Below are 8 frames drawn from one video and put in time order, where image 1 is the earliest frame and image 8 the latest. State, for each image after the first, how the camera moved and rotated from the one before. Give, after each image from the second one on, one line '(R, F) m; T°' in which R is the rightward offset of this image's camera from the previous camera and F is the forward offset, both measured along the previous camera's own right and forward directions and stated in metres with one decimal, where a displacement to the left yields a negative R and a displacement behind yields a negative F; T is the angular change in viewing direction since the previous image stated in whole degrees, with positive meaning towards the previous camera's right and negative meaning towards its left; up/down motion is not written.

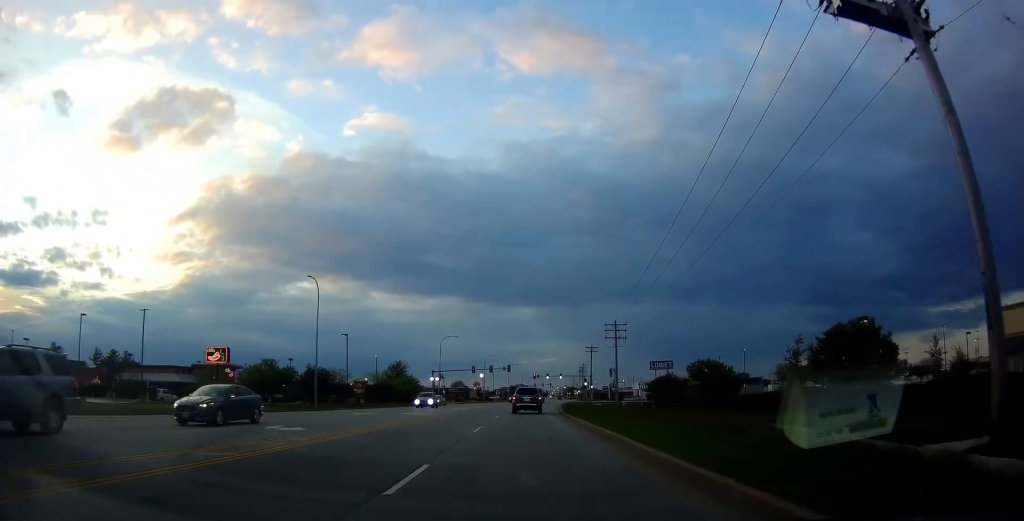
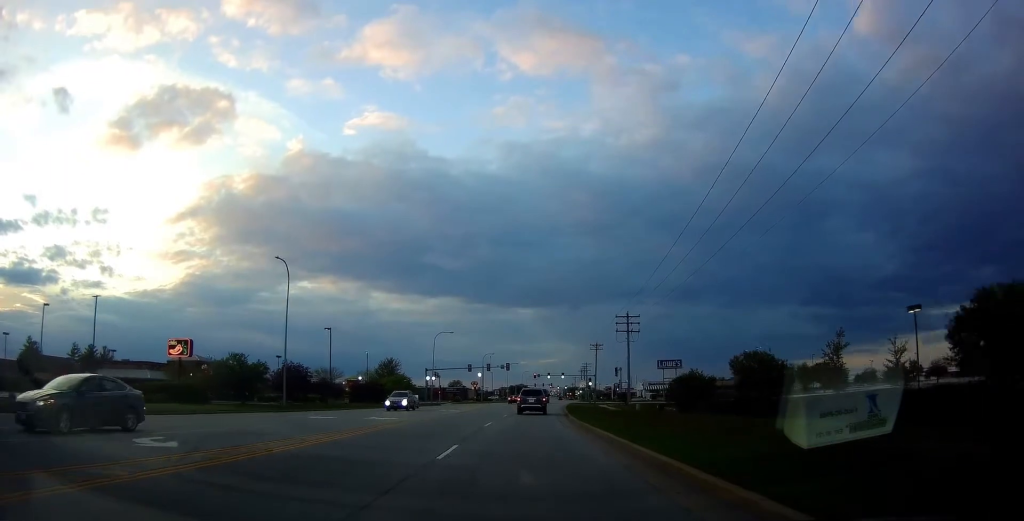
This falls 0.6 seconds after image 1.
(0.0, +8.0) m; +1°
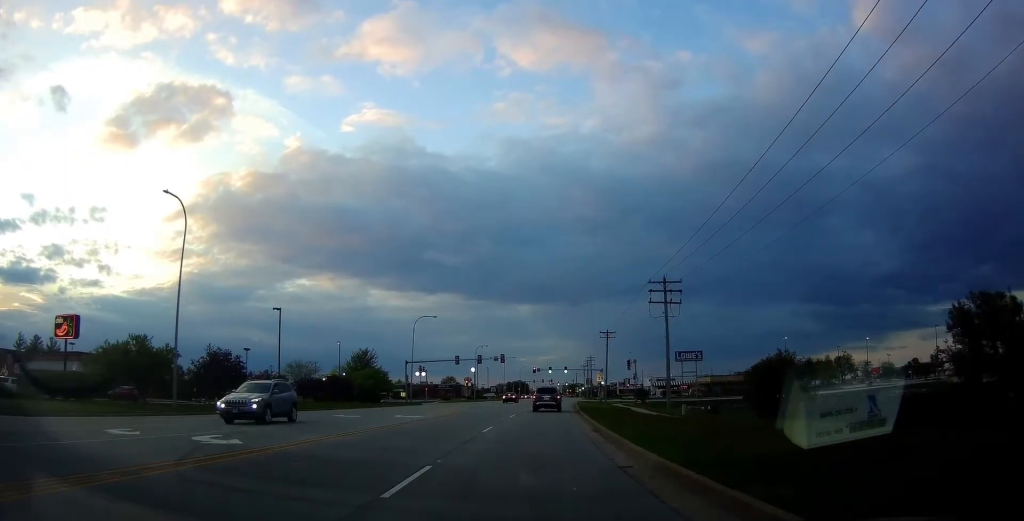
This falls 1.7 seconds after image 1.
(+0.6, +16.0) m; +1°
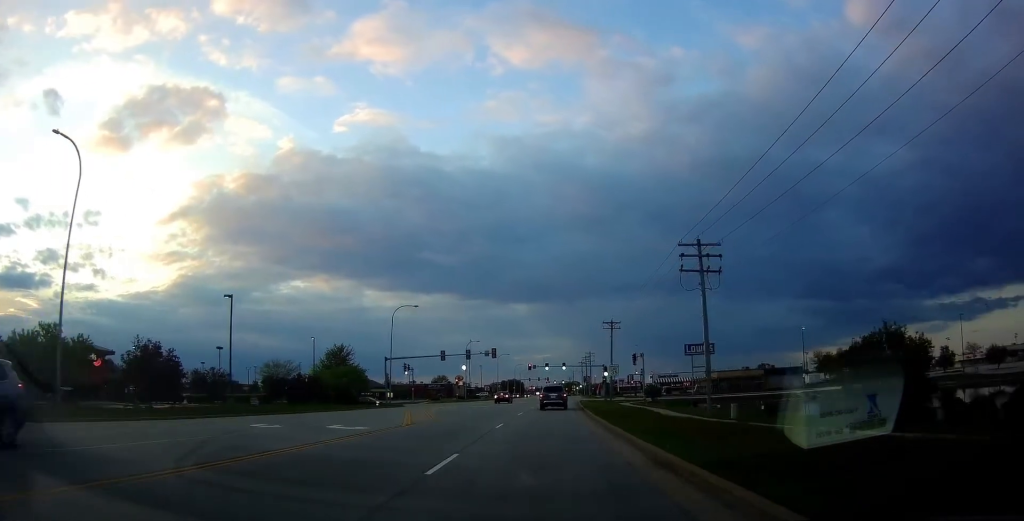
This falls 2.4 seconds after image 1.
(-0.1, +10.5) m; 0°
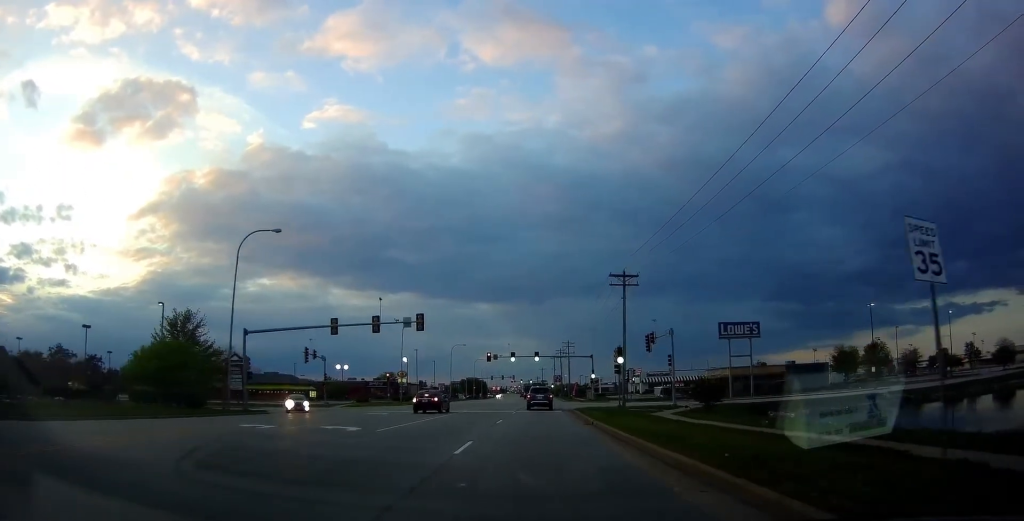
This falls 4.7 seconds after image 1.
(+0.6, +33.4) m; +2°
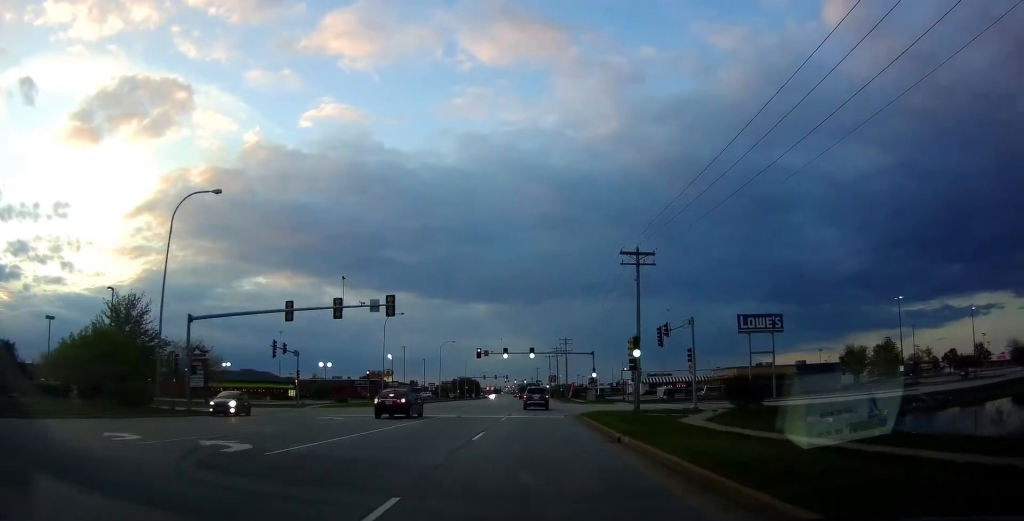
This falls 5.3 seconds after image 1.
(-0.1, +8.6) m; +1°
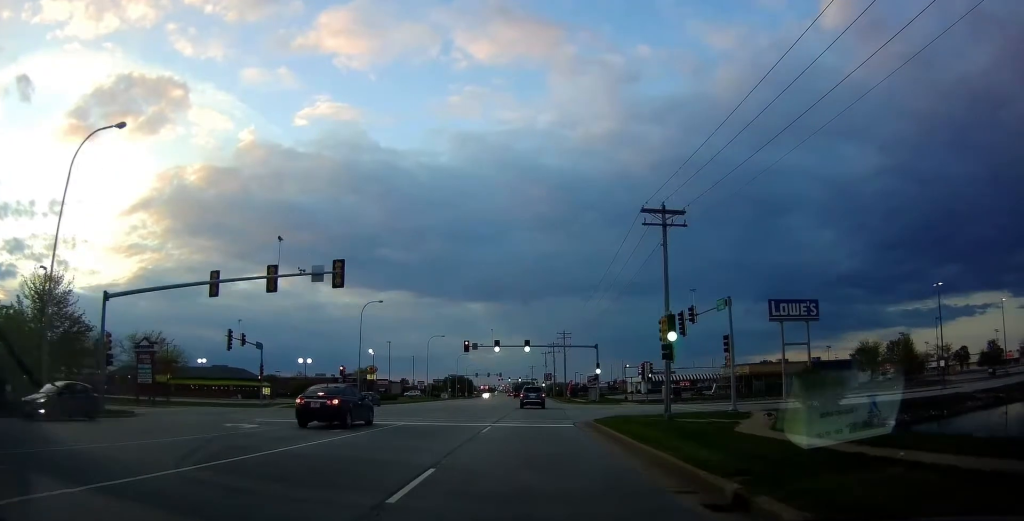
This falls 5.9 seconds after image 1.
(+0.2, +9.1) m; 0°
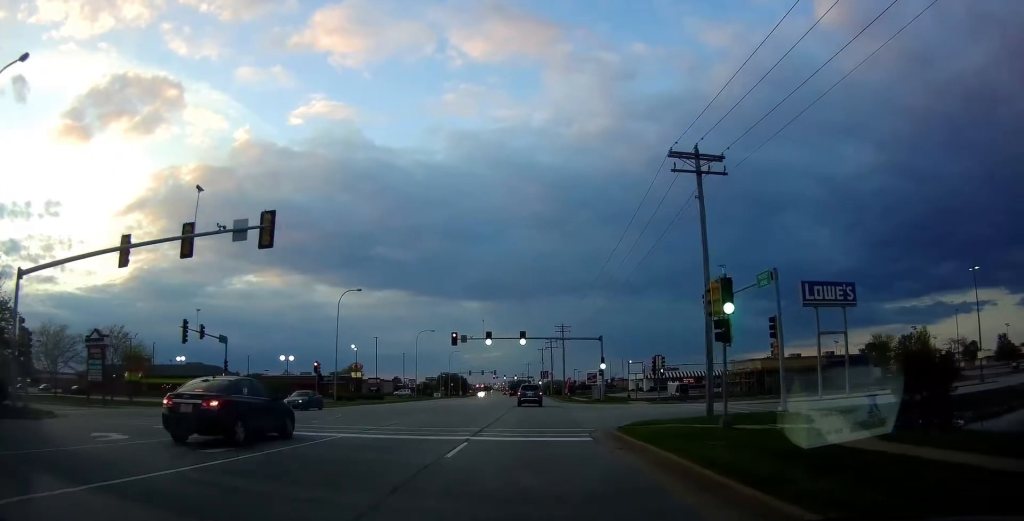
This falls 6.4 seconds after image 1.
(+0.1, +8.0) m; 0°
